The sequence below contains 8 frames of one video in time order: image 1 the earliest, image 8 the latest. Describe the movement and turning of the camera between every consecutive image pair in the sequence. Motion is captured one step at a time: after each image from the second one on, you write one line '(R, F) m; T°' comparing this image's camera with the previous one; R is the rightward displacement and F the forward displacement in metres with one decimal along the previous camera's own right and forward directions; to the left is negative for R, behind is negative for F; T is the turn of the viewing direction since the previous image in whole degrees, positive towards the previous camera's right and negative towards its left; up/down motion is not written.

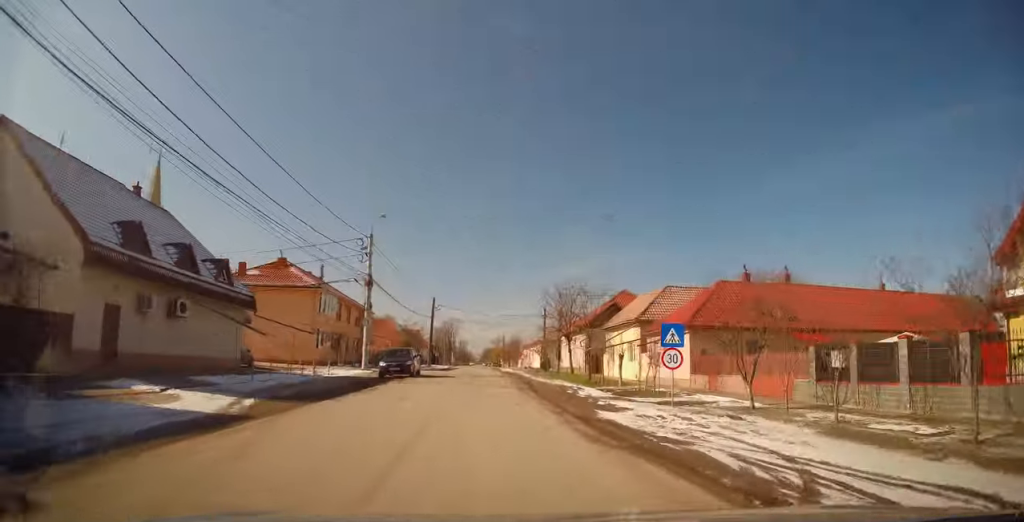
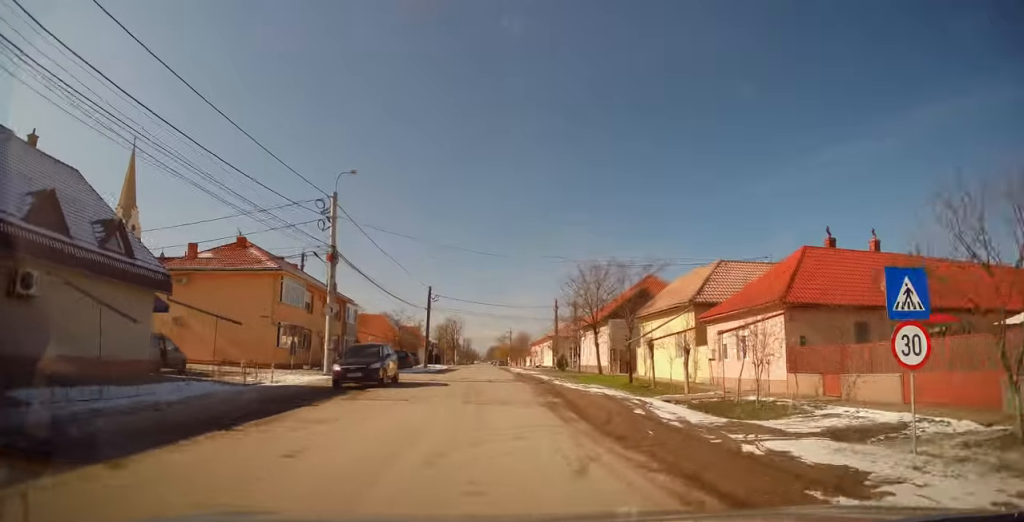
(+0.3, +9.3) m; 0°
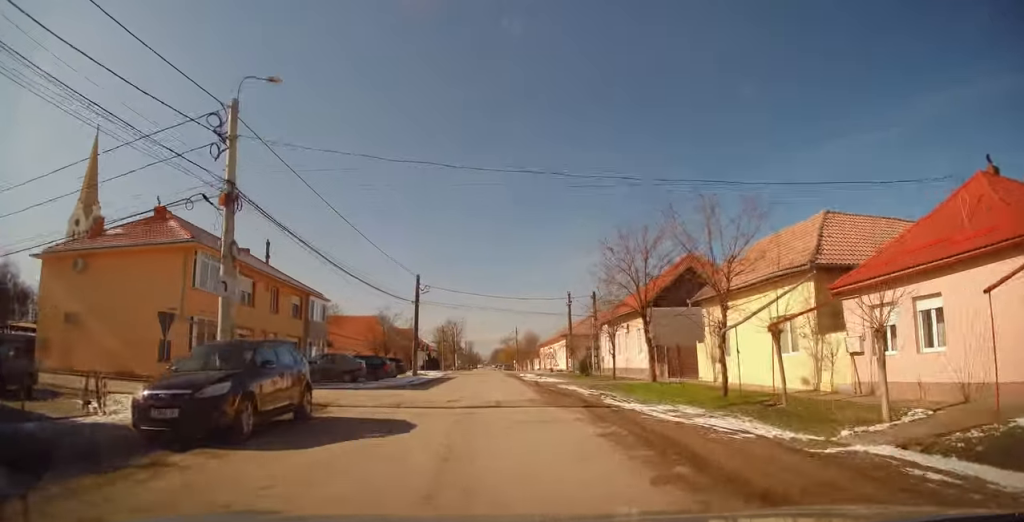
(-0.5, +11.5) m; -2°
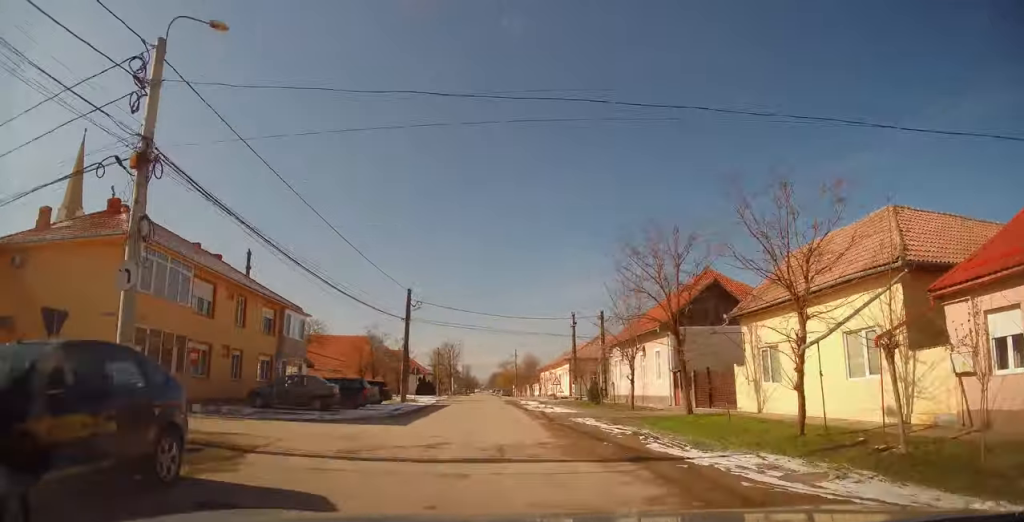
(+0.1, +4.8) m; 0°
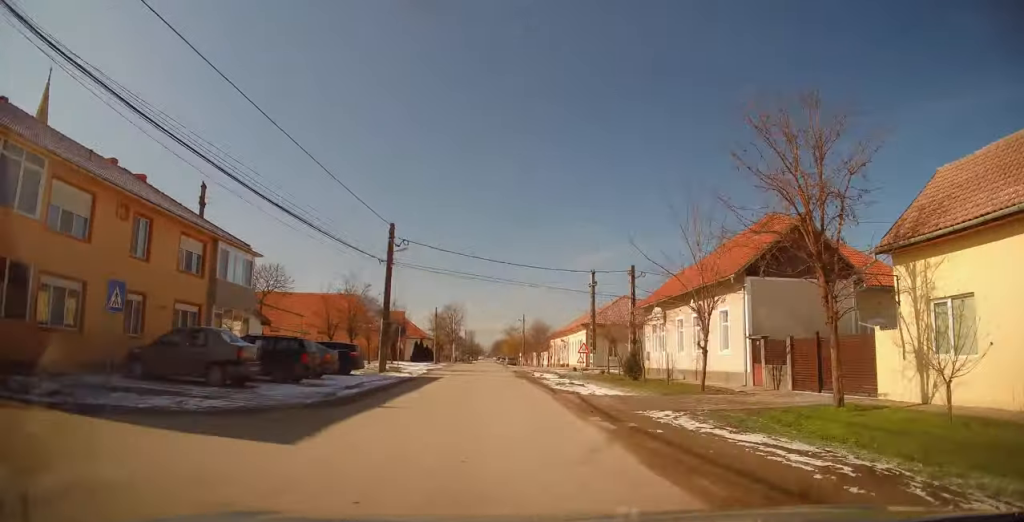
(+0.1, +10.1) m; +1°
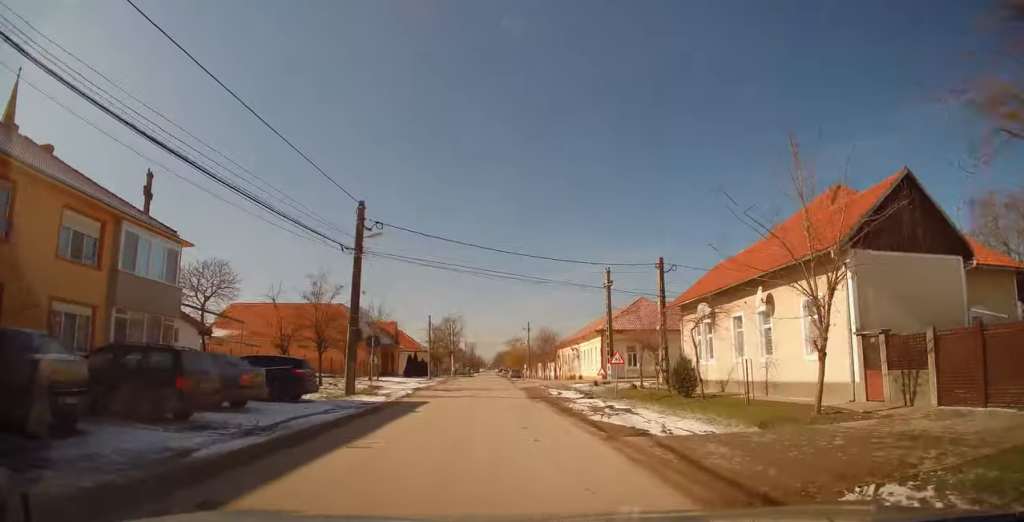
(0.0, +7.7) m; 0°
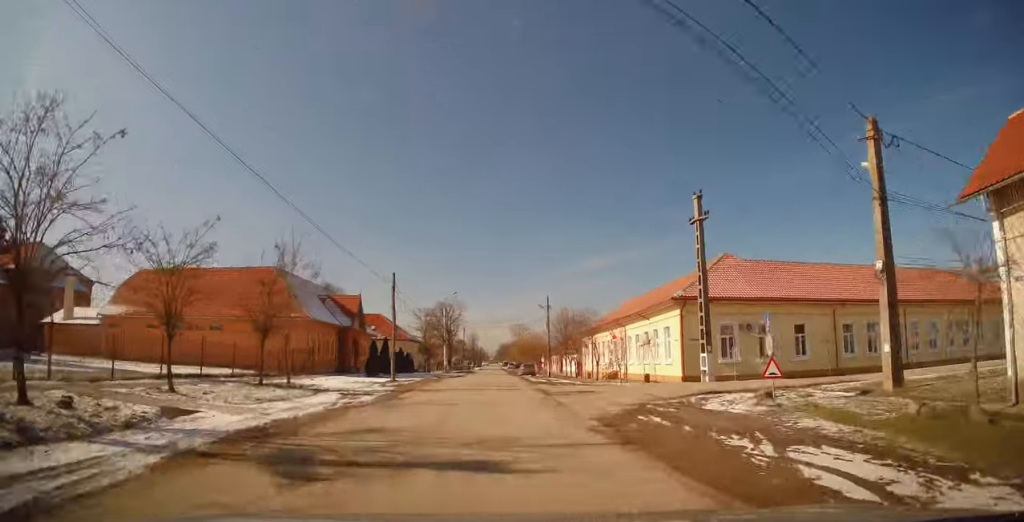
(+0.3, +21.2) m; 0°
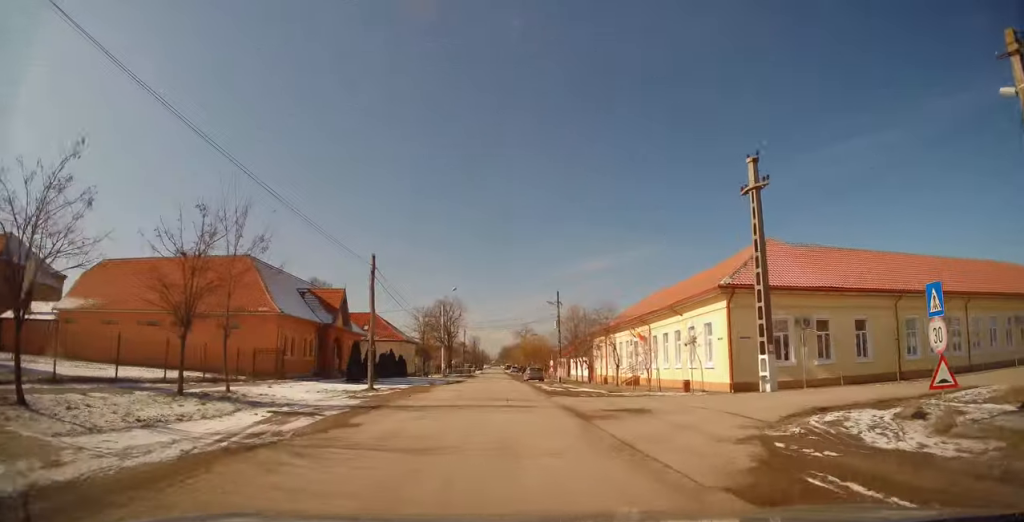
(-0.1, +6.2) m; -1°
